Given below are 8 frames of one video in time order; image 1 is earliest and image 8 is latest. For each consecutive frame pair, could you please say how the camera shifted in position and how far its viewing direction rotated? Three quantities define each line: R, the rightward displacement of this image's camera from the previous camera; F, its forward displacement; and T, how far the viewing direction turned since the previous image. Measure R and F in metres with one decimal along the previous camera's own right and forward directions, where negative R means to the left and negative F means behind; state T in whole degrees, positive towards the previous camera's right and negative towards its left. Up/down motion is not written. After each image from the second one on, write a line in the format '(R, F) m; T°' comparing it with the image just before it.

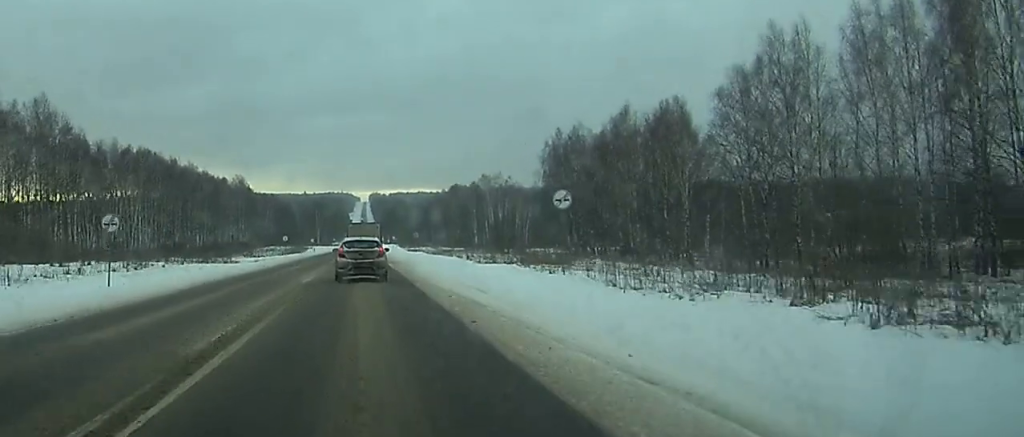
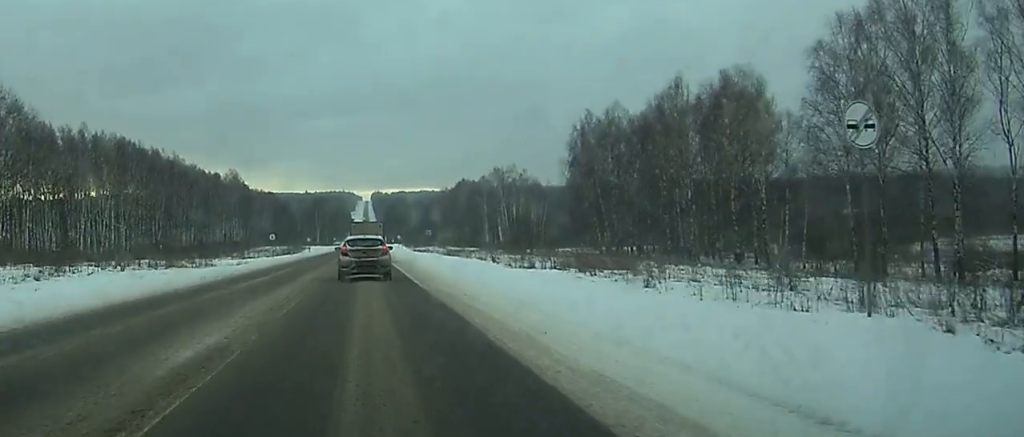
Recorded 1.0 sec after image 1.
(0.0, +20.9) m; 0°
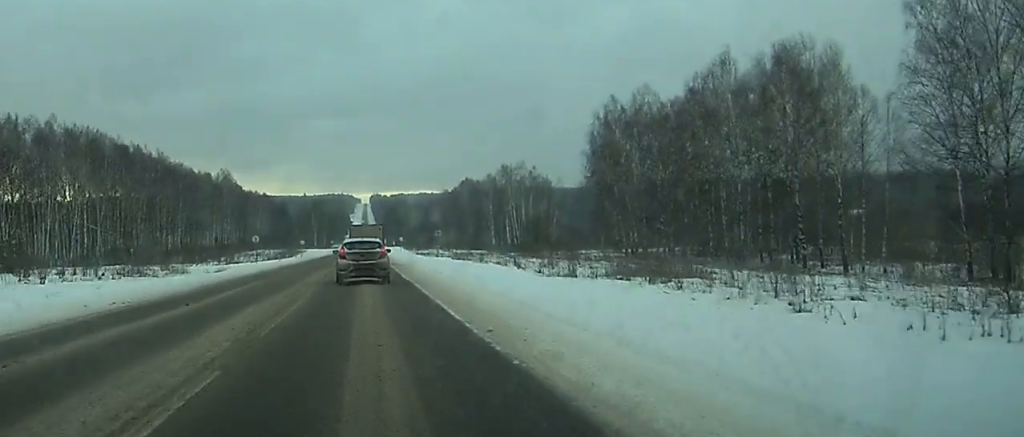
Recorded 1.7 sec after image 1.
(0.0, +14.1) m; 0°
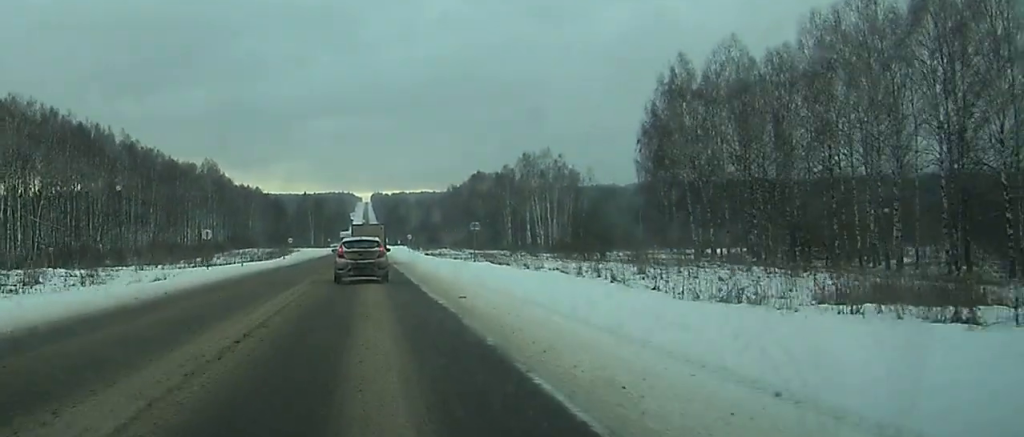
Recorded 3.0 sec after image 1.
(0.0, +25.7) m; 0°
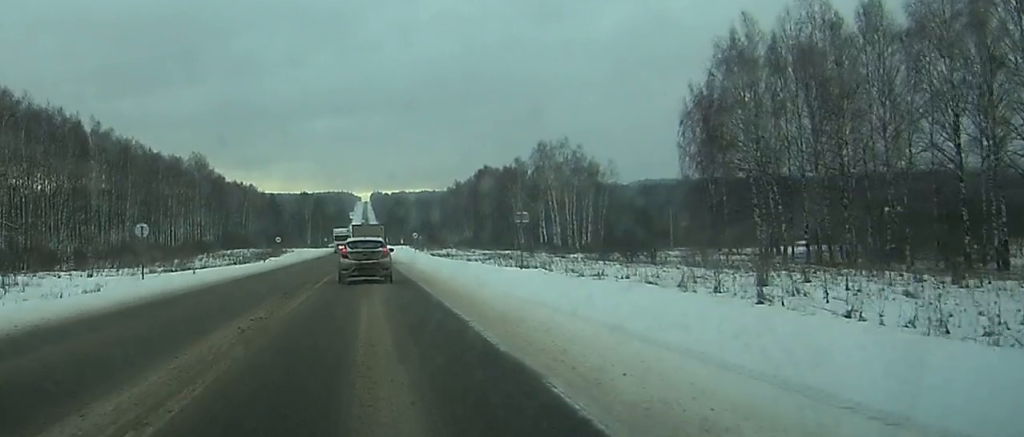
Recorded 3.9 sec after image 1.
(0.0, +16.9) m; 0°
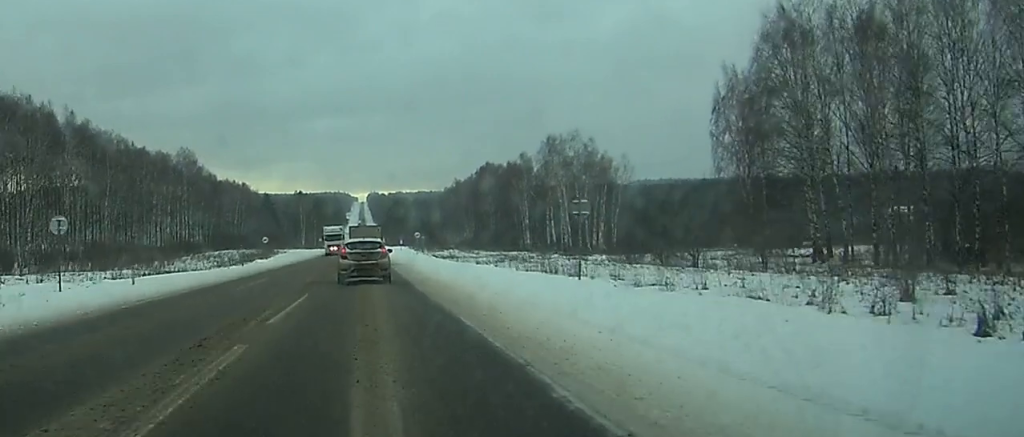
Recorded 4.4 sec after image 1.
(0.0, +11.2) m; 0°
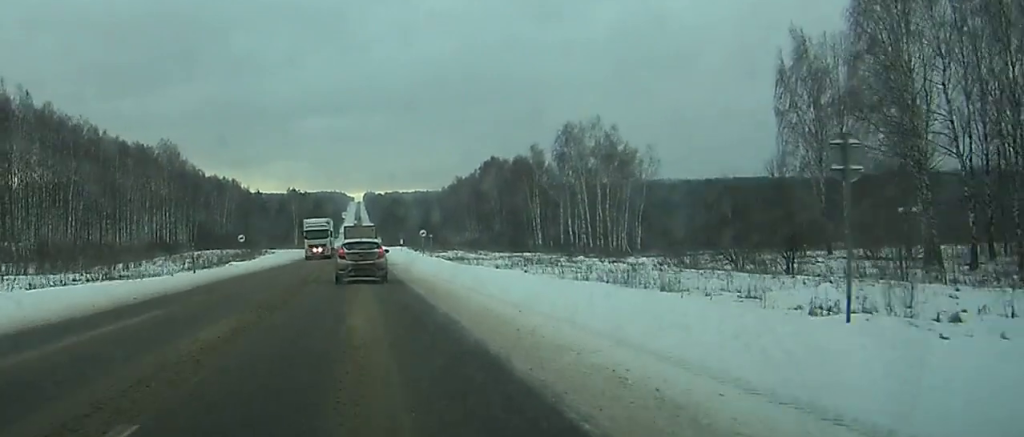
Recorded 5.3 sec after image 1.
(+0.1, +16.8) m; 0°
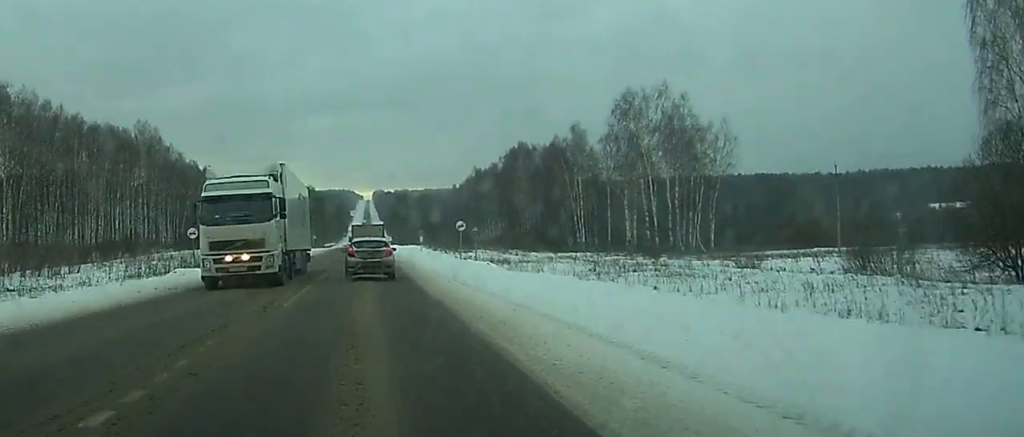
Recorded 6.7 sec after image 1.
(-0.1, +28.6) m; 0°
